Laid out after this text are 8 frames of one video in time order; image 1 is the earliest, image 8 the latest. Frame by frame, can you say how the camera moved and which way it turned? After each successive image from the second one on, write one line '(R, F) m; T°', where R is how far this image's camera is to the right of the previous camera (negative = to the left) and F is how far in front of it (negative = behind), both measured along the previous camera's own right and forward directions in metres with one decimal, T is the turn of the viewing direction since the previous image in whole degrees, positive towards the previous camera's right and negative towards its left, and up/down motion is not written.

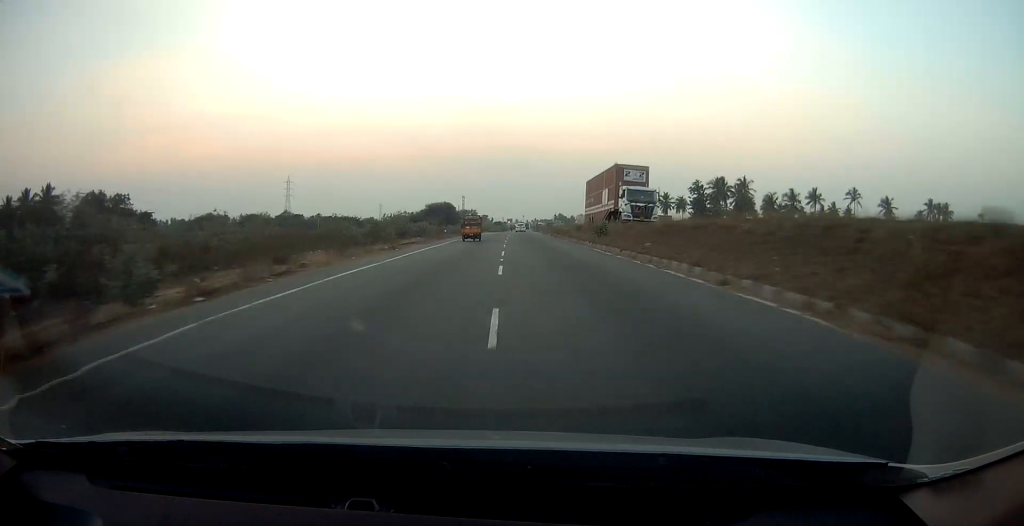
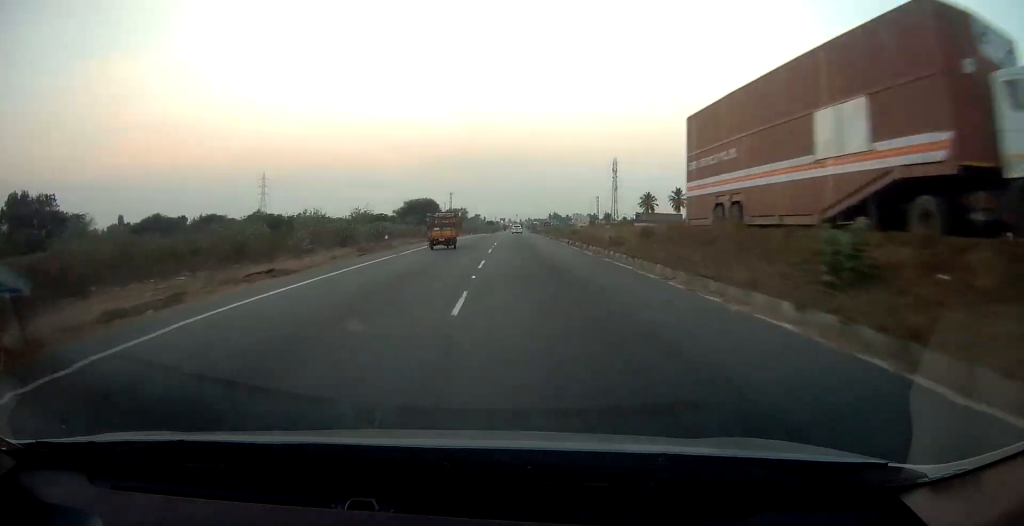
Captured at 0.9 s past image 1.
(+0.3, +24.6) m; +1°
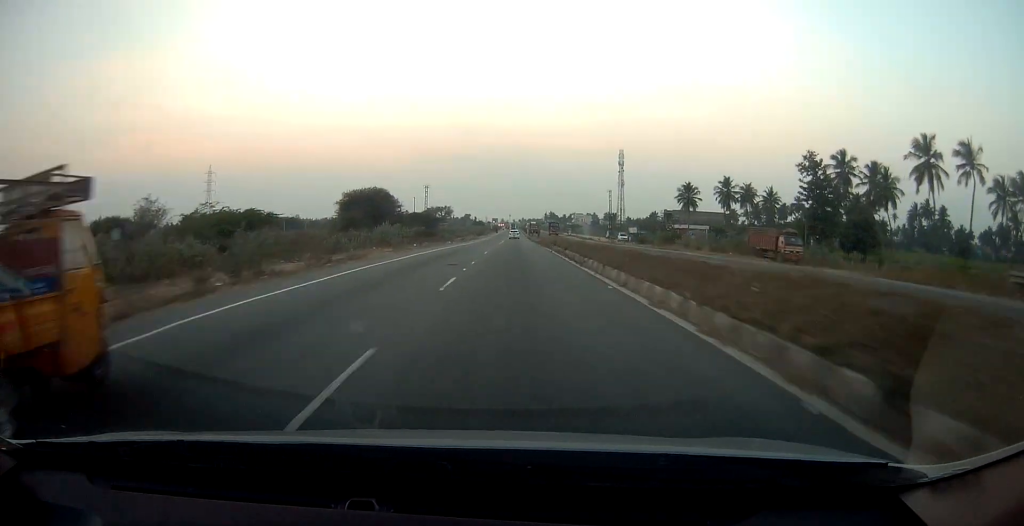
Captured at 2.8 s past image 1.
(+0.4, +49.8) m; +1°
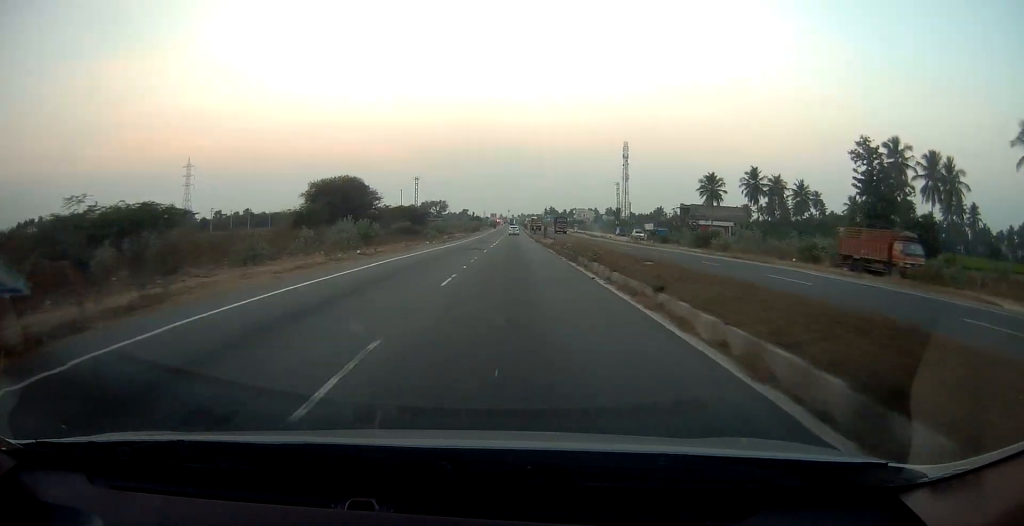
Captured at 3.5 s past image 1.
(+0.1, +17.3) m; 0°
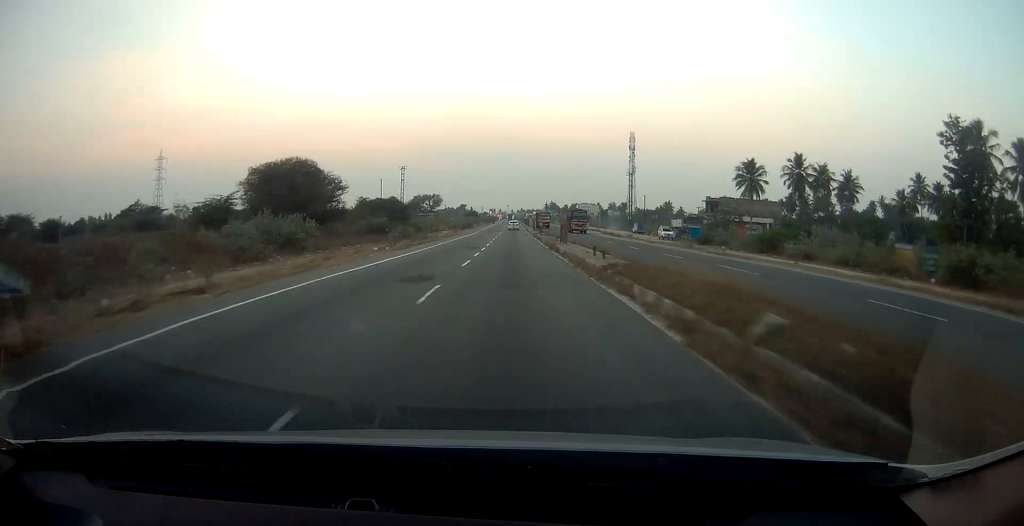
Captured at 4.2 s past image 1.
(0.0, +20.9) m; 0°
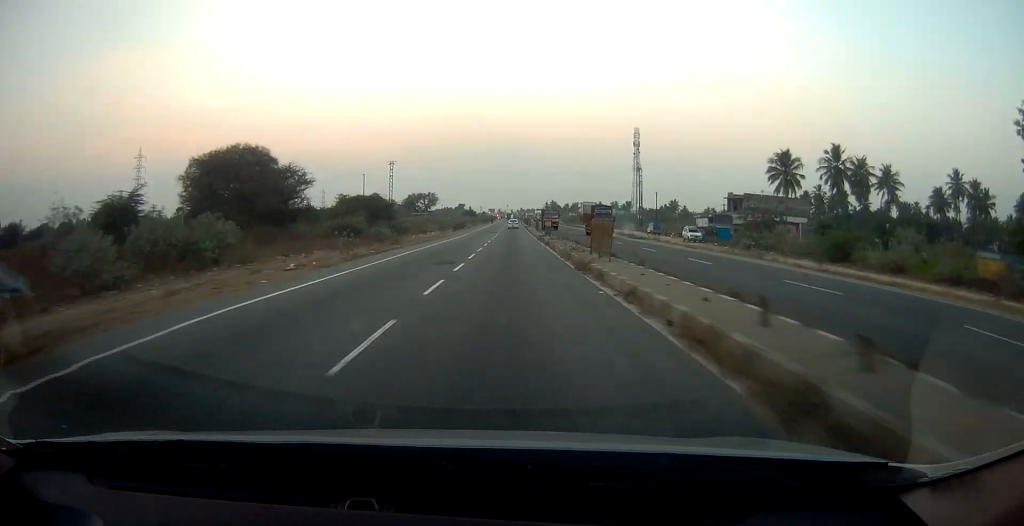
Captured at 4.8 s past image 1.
(-0.1, +13.8) m; 0°
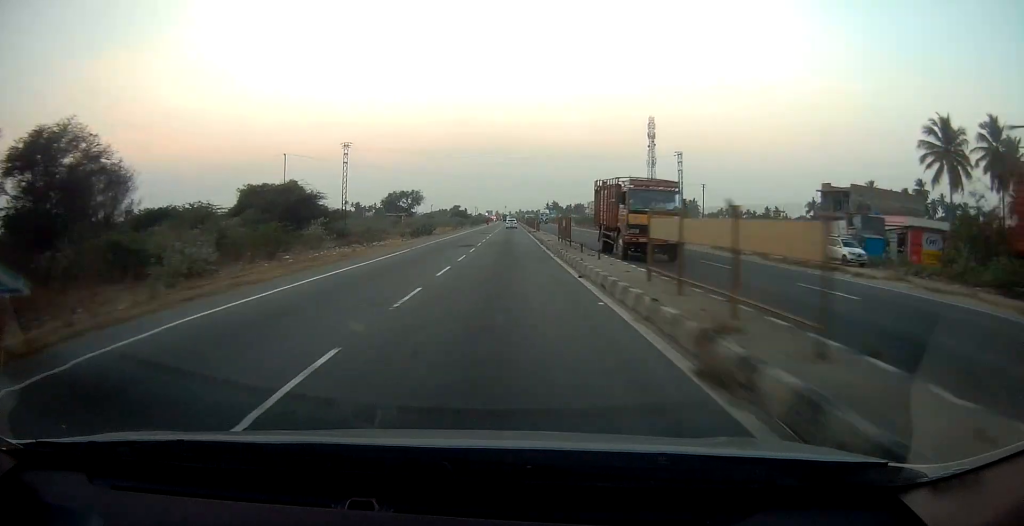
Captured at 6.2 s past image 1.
(+0.1, +37.9) m; 0°
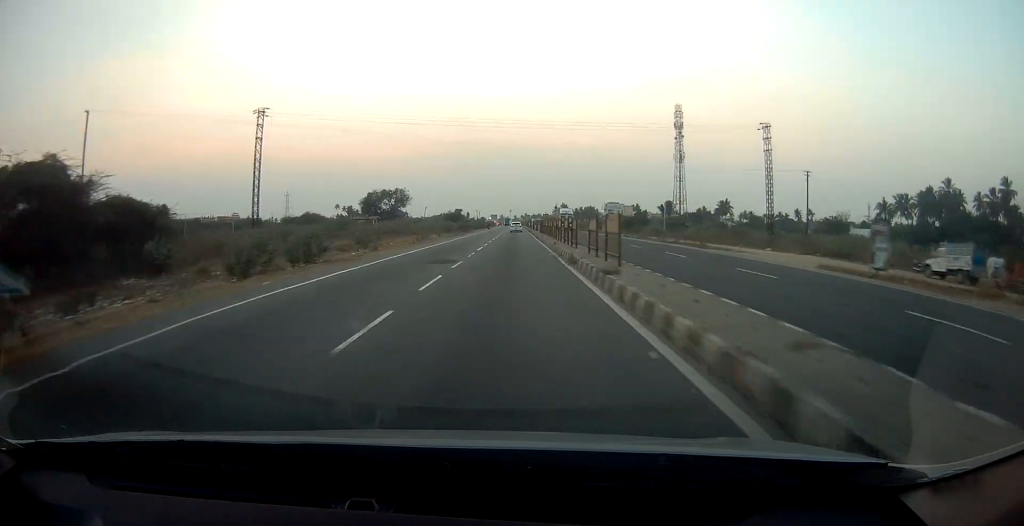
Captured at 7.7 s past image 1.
(0.0, +39.0) m; 0°
